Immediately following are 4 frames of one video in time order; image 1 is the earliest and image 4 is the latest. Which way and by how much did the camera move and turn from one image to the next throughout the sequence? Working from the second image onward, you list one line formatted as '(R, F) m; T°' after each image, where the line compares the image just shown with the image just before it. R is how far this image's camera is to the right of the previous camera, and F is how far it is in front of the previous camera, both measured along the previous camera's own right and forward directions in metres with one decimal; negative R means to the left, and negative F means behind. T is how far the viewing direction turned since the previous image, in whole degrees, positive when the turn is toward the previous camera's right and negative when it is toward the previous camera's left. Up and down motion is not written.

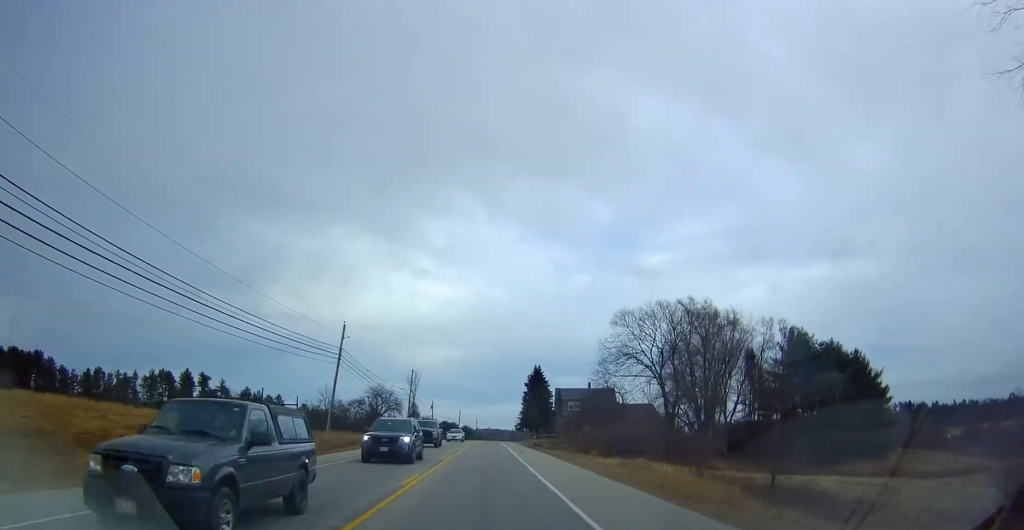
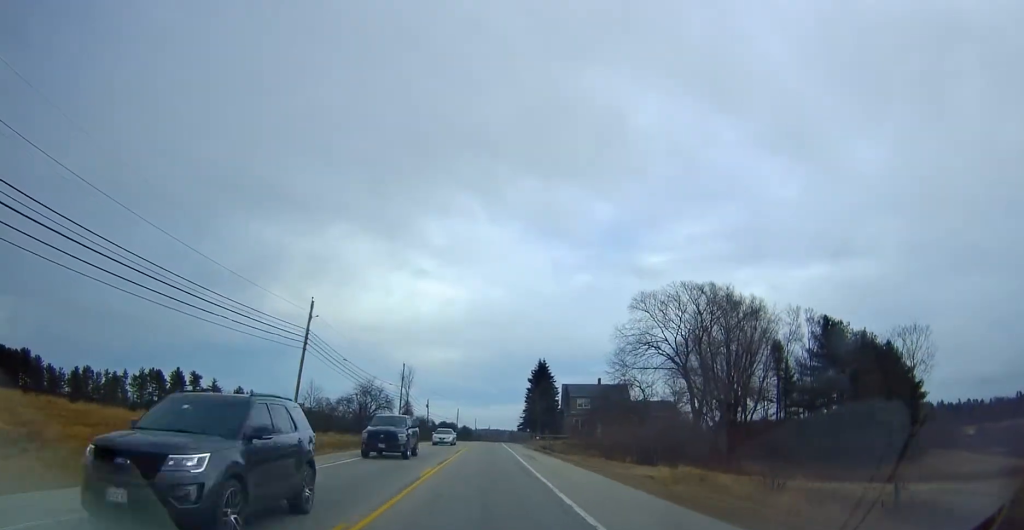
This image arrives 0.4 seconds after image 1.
(-0.2, +9.2) m; 0°
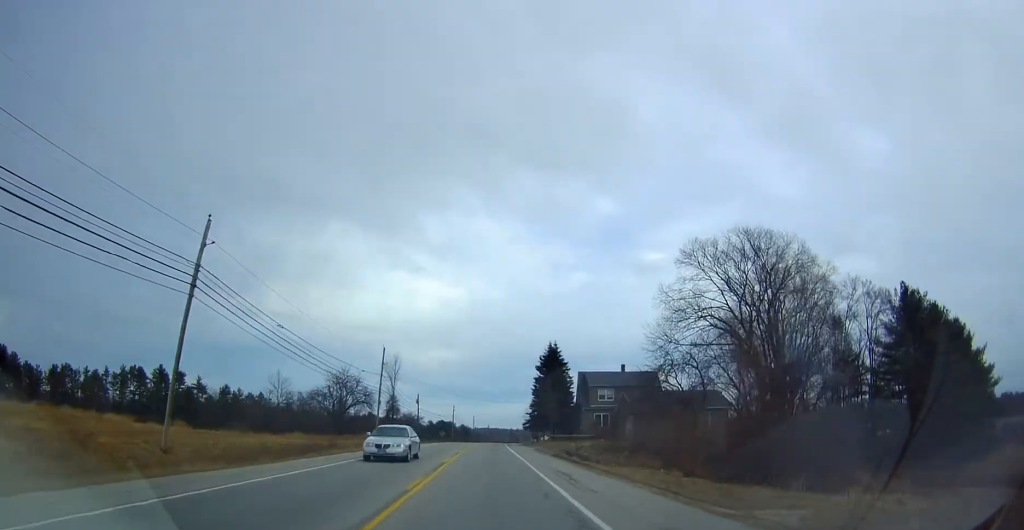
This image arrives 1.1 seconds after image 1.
(-0.2, +16.1) m; 0°
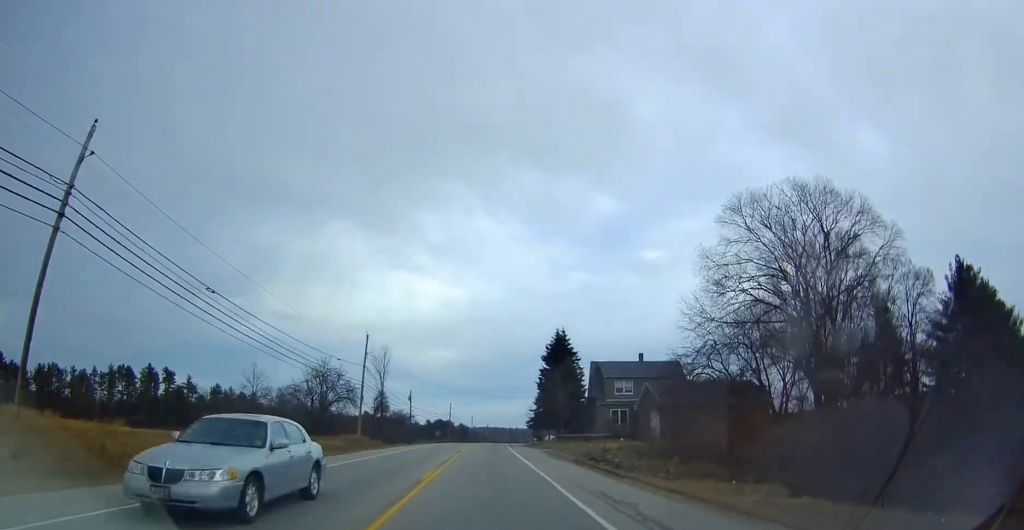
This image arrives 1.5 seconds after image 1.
(+0.2, +9.2) m; +1°
